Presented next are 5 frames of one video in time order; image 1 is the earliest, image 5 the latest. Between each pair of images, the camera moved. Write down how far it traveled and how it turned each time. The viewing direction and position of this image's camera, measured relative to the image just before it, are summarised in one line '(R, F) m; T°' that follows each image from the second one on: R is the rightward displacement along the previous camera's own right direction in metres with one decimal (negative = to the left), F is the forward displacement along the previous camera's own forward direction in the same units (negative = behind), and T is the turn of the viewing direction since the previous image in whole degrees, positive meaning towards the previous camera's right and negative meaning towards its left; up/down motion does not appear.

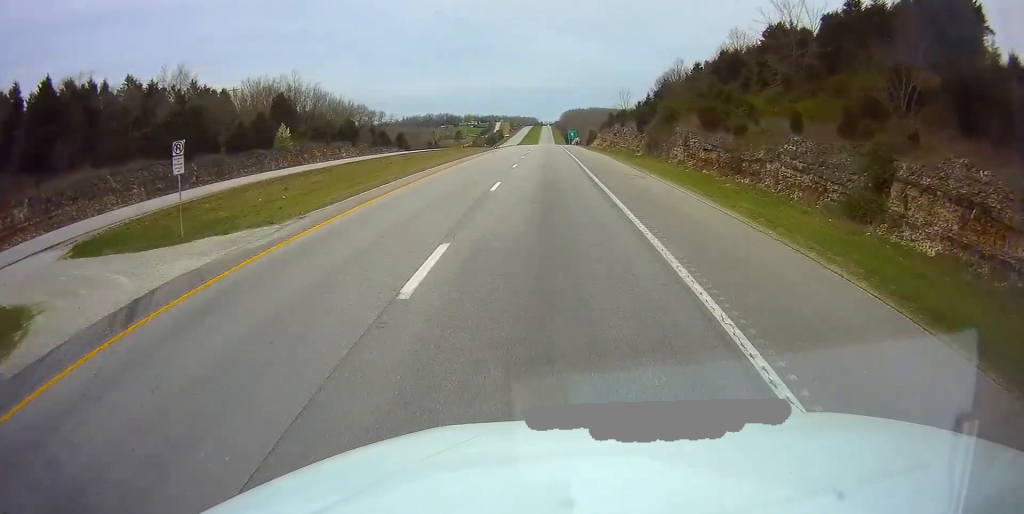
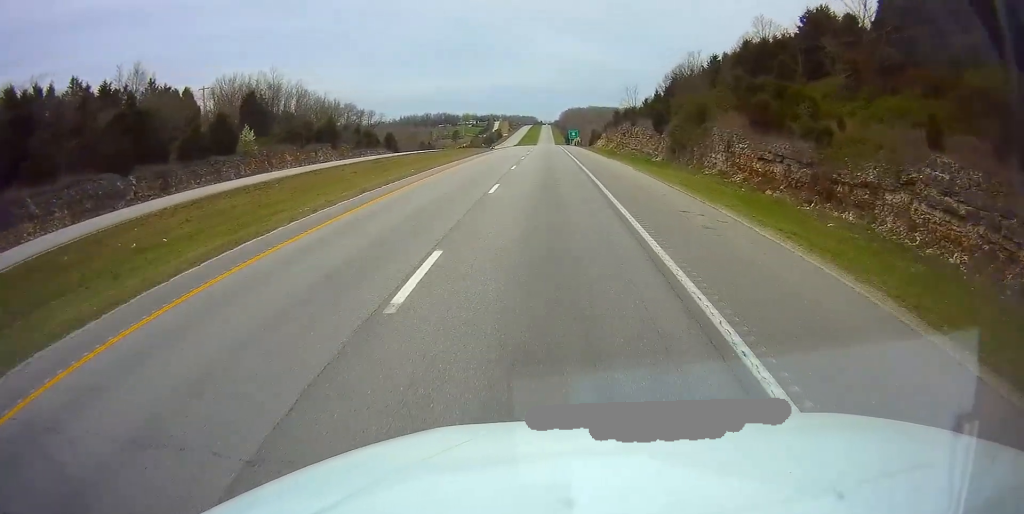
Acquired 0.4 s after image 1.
(0.0, +12.7) m; 0°
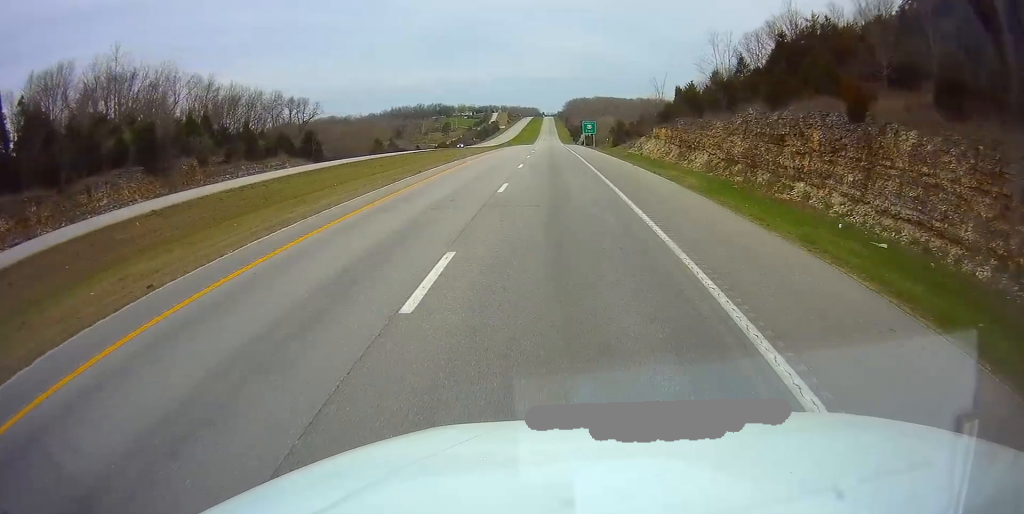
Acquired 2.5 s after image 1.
(-0.3, +62.5) m; 0°
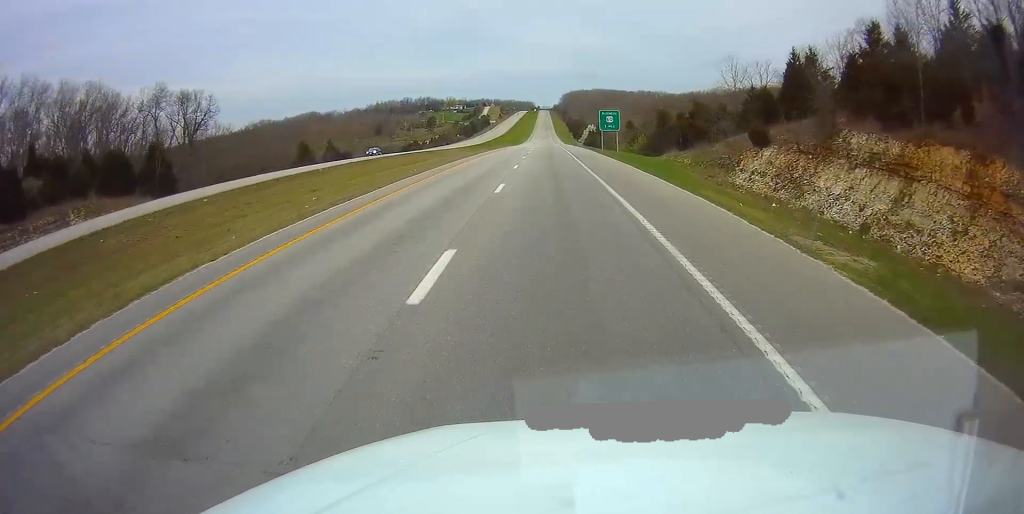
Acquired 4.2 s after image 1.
(+0.3, +49.6) m; +1°
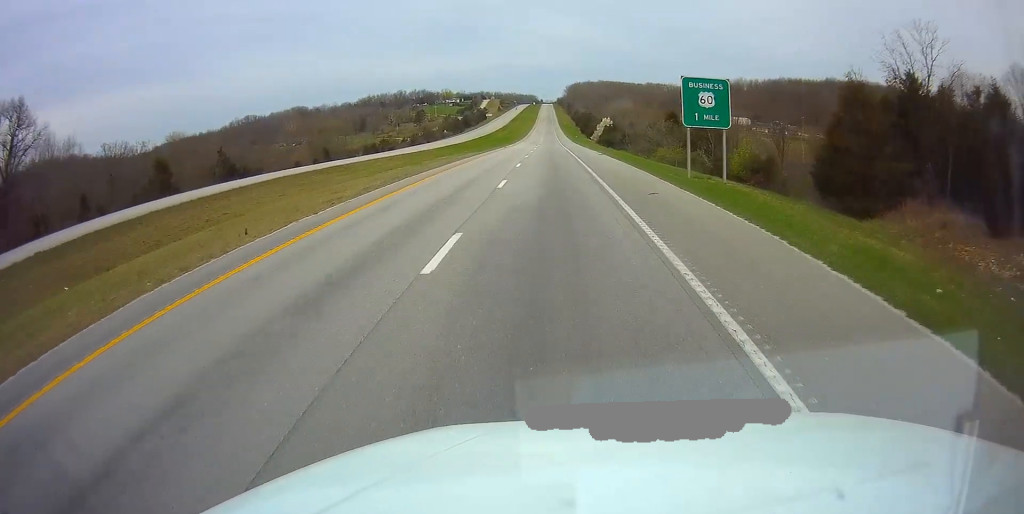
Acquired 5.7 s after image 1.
(-0.4, +48.5) m; -1°
